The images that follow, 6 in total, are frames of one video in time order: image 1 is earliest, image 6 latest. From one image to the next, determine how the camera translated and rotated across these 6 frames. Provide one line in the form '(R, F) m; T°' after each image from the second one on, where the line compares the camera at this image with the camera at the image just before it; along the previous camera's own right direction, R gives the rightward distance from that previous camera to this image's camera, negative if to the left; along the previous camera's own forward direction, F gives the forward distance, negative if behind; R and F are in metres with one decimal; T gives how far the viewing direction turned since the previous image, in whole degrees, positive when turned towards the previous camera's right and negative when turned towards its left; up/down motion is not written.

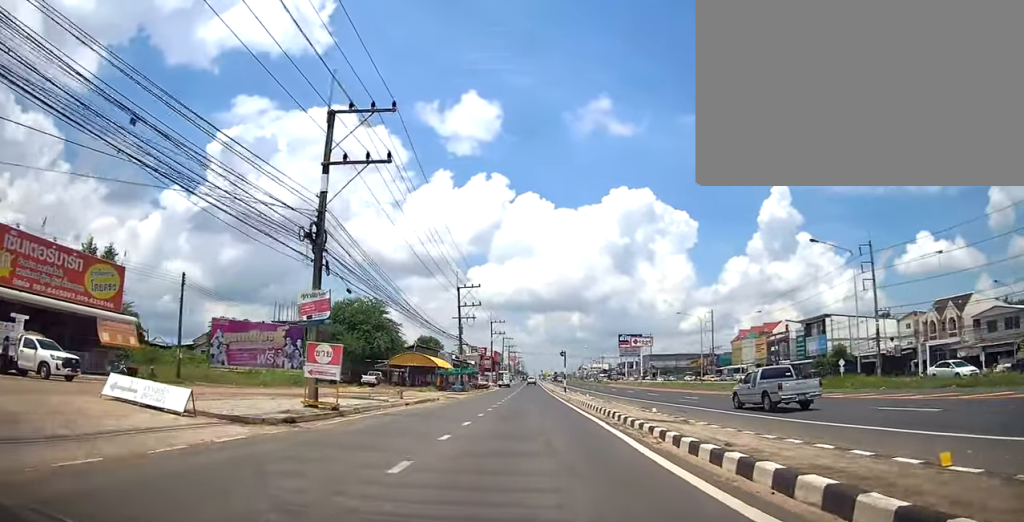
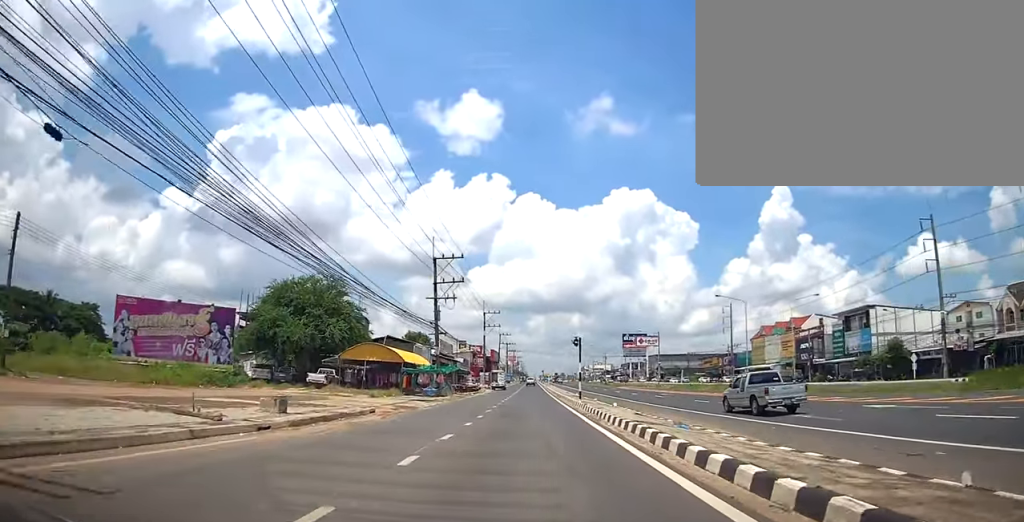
(+0.6, +15.5) m; 0°
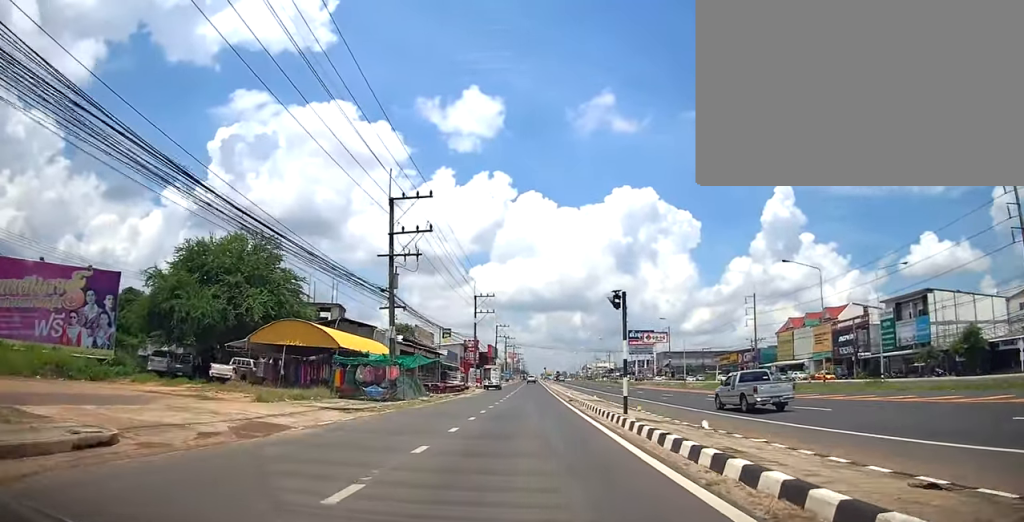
(-0.4, +15.7) m; -2°
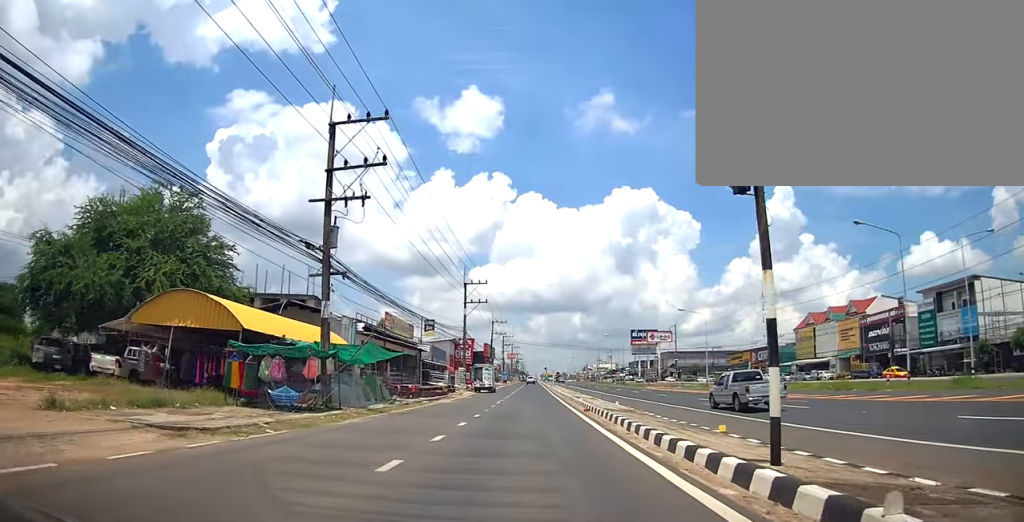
(-0.2, +10.4) m; -1°
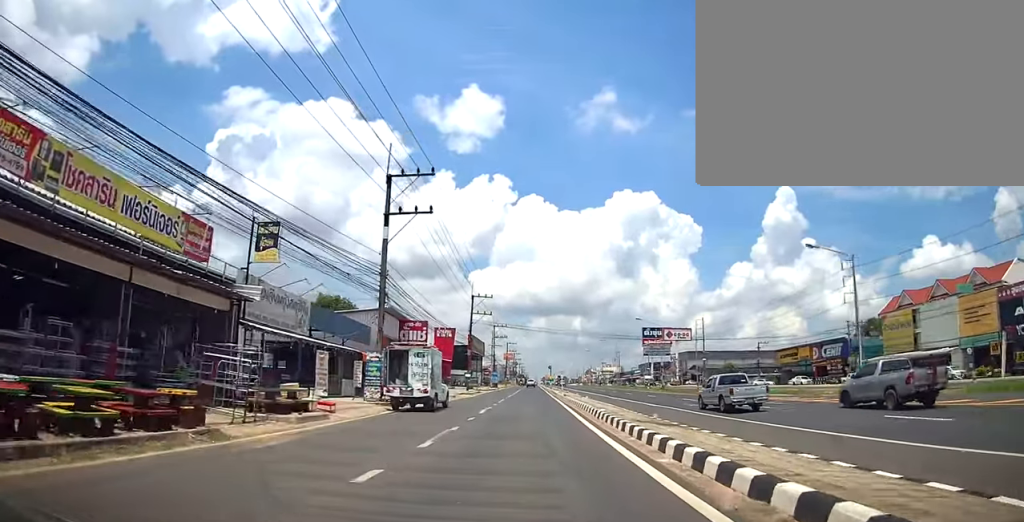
(+0.5, +34.2) m; +3°
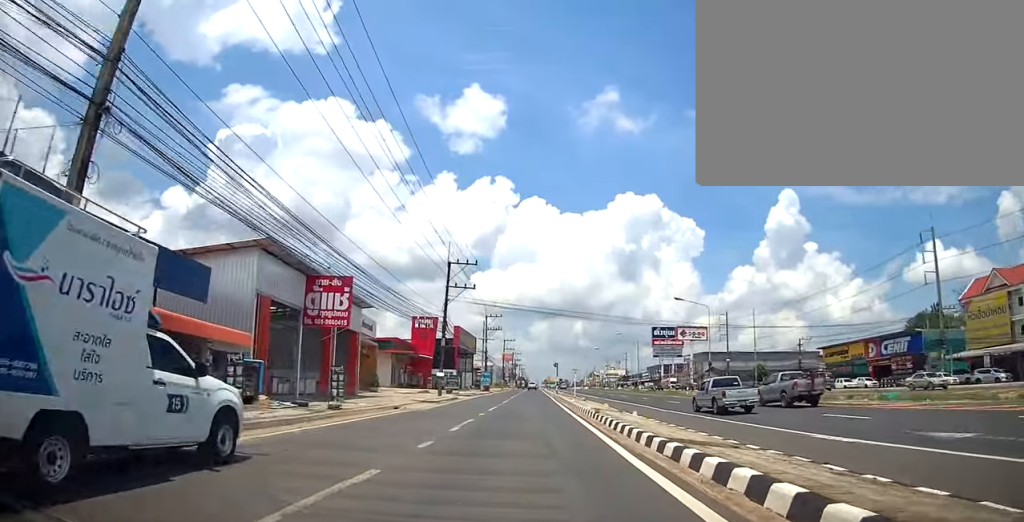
(+0.3, +21.0) m; -1°
